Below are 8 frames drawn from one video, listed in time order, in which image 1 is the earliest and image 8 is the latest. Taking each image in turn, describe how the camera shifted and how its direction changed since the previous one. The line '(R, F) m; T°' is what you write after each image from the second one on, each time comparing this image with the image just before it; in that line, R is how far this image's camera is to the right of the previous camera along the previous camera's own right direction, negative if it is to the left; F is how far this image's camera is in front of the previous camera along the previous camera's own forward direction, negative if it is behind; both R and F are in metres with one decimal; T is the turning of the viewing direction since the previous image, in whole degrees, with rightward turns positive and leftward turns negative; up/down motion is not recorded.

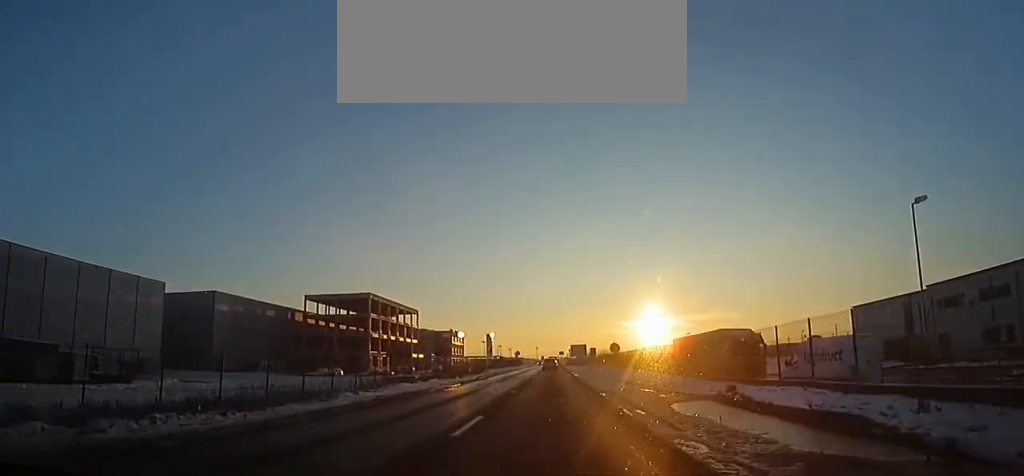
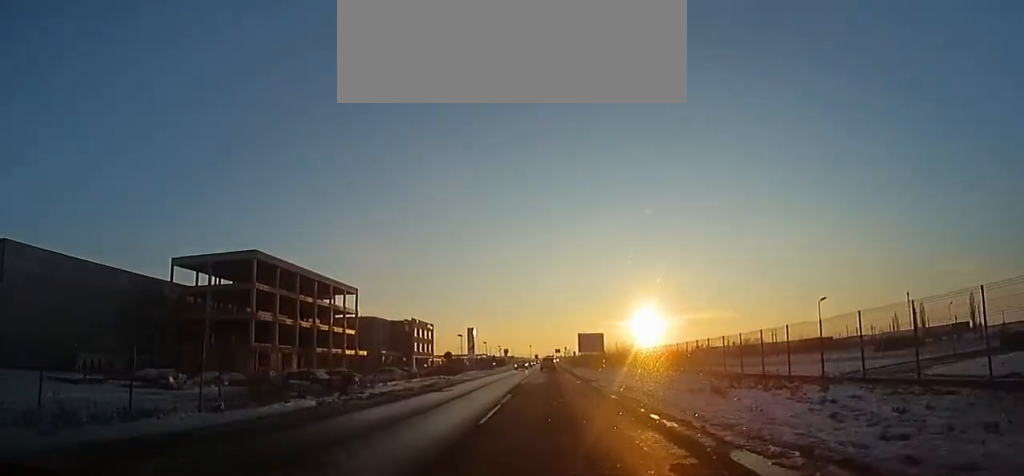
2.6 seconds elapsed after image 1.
(+1.7, +44.1) m; +1°
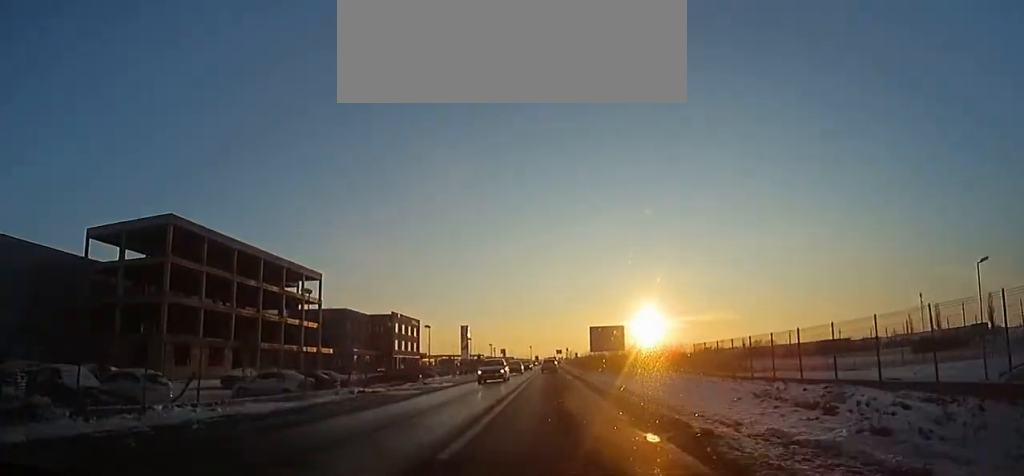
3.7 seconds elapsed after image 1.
(-0.3, +17.9) m; -2°
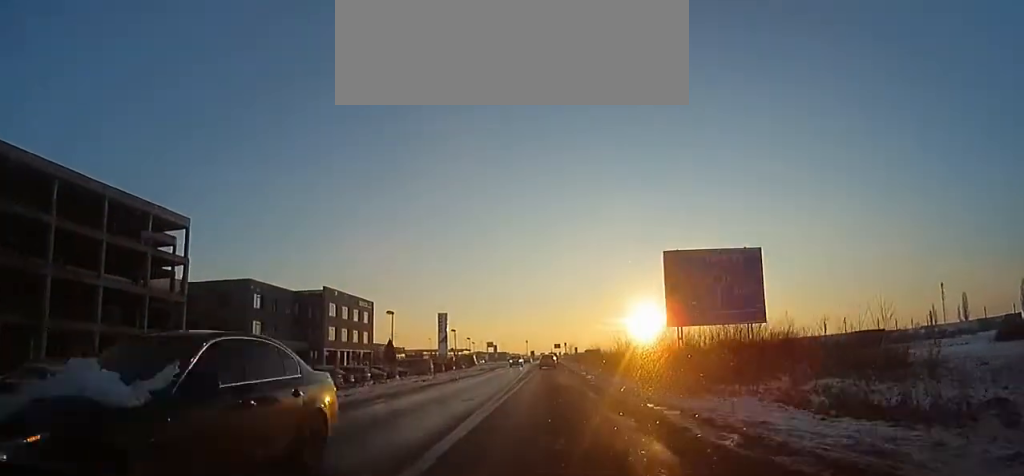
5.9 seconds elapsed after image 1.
(-0.9, +34.7) m; -1°
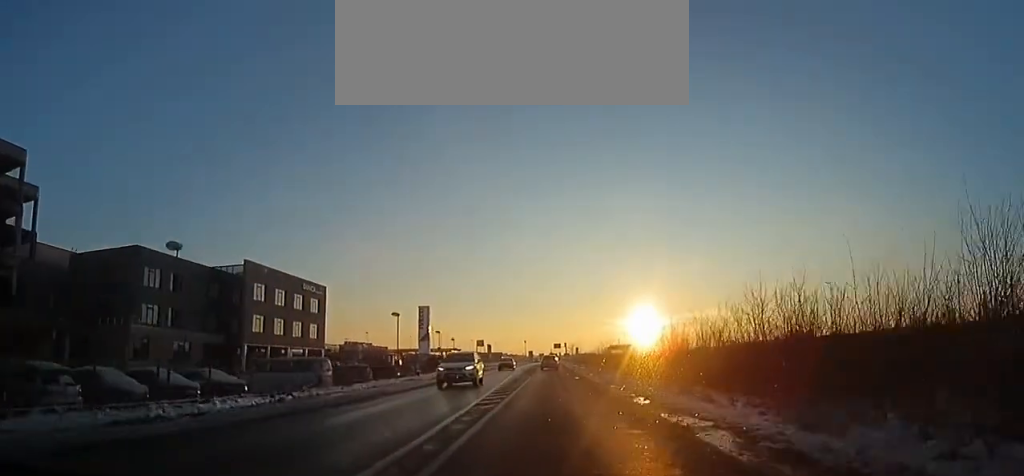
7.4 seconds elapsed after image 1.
(+0.5, +22.6) m; +1°
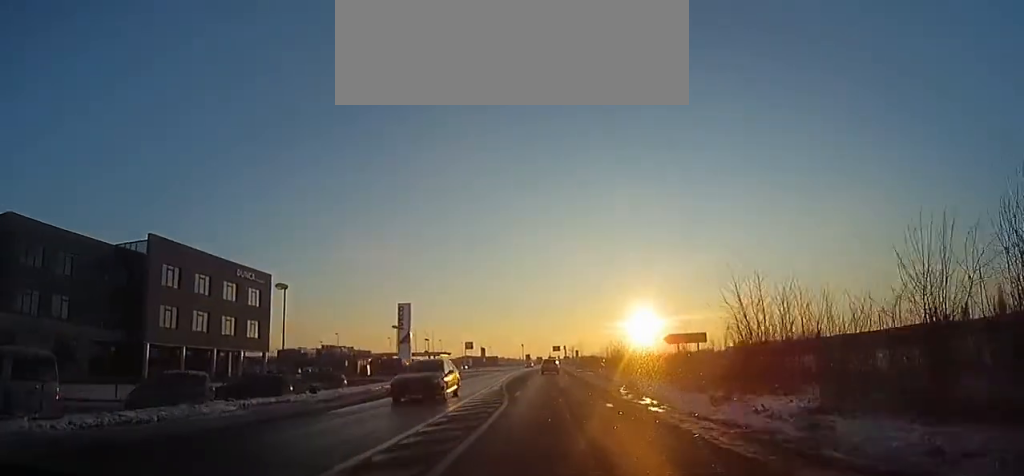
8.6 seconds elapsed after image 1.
(+0.2, +16.8) m; +1°
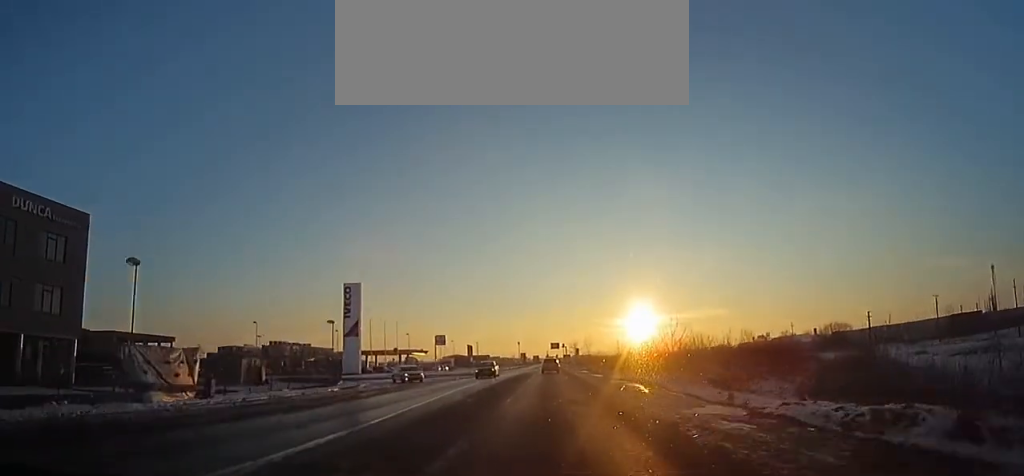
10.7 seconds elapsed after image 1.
(0.0, +31.1) m; 0°
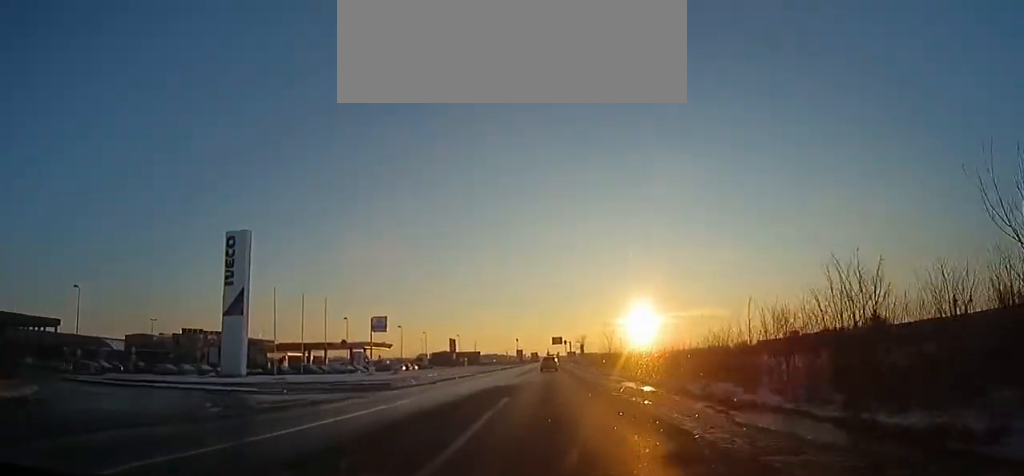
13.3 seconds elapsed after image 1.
(-0.2, +35.3) m; -1°
